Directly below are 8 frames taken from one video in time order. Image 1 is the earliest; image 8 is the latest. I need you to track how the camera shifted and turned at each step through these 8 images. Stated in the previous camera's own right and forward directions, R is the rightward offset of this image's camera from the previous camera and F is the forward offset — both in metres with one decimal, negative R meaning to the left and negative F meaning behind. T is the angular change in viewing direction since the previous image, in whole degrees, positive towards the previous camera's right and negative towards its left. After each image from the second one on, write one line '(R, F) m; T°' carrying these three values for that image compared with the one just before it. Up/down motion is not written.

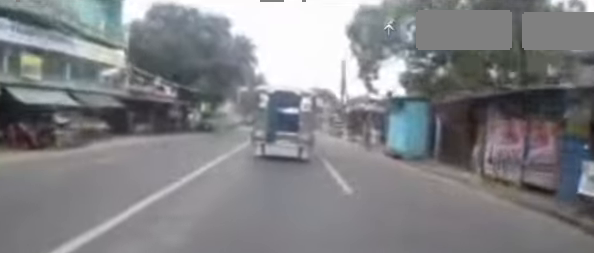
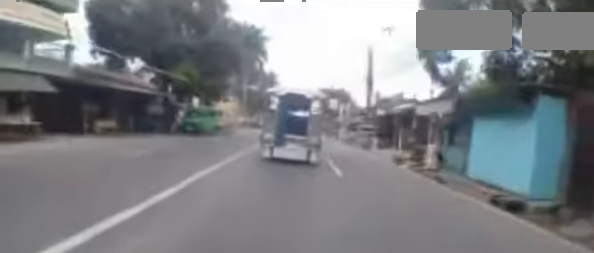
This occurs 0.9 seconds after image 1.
(-0.2, +6.5) m; -3°
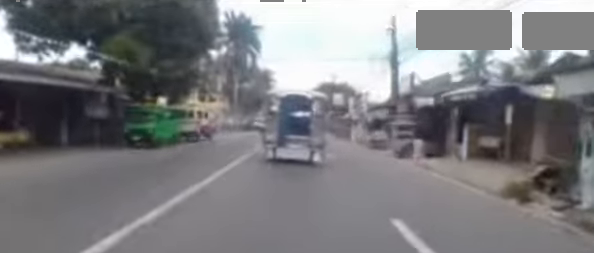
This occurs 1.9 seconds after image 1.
(-0.1, +6.8) m; -4°
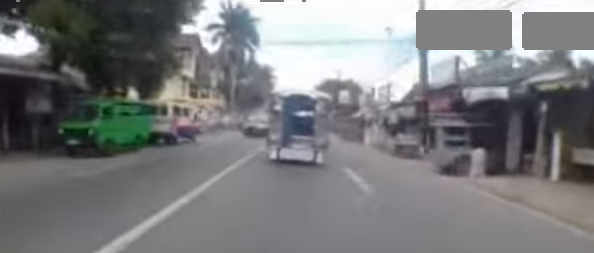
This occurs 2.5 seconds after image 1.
(0.0, +4.1) m; -1°
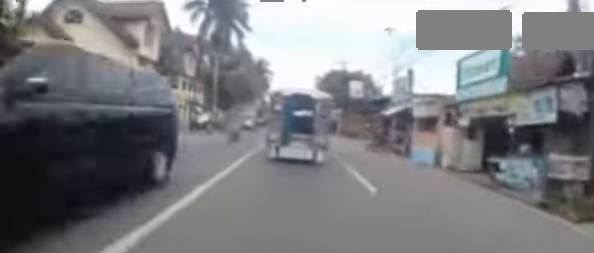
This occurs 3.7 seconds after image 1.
(0.0, +8.4) m; +5°
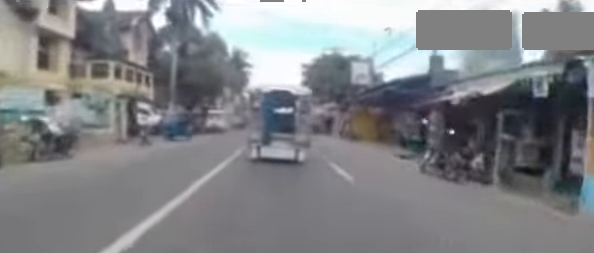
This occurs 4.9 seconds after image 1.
(+0.4, +8.1) m; 0°
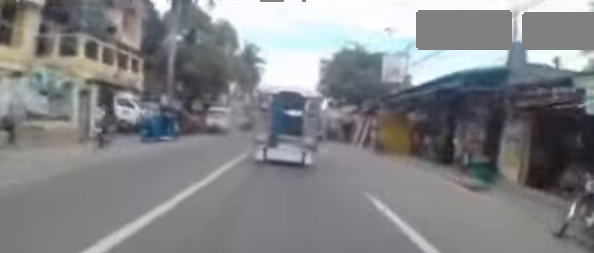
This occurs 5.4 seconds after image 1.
(-0.1, +3.8) m; -2°
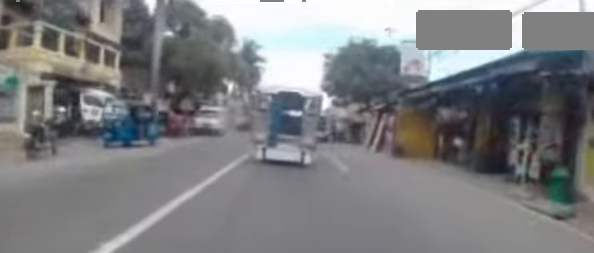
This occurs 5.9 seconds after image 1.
(0.0, +3.1) m; 0°
